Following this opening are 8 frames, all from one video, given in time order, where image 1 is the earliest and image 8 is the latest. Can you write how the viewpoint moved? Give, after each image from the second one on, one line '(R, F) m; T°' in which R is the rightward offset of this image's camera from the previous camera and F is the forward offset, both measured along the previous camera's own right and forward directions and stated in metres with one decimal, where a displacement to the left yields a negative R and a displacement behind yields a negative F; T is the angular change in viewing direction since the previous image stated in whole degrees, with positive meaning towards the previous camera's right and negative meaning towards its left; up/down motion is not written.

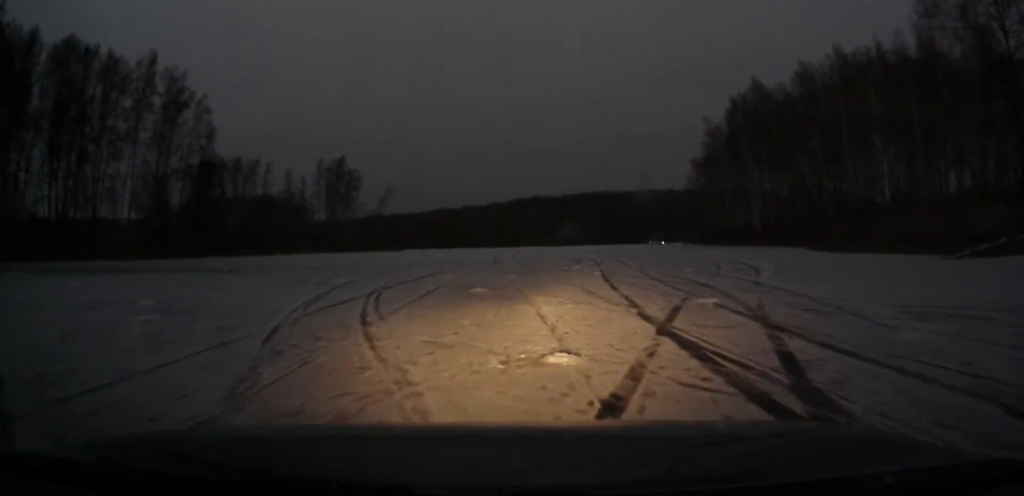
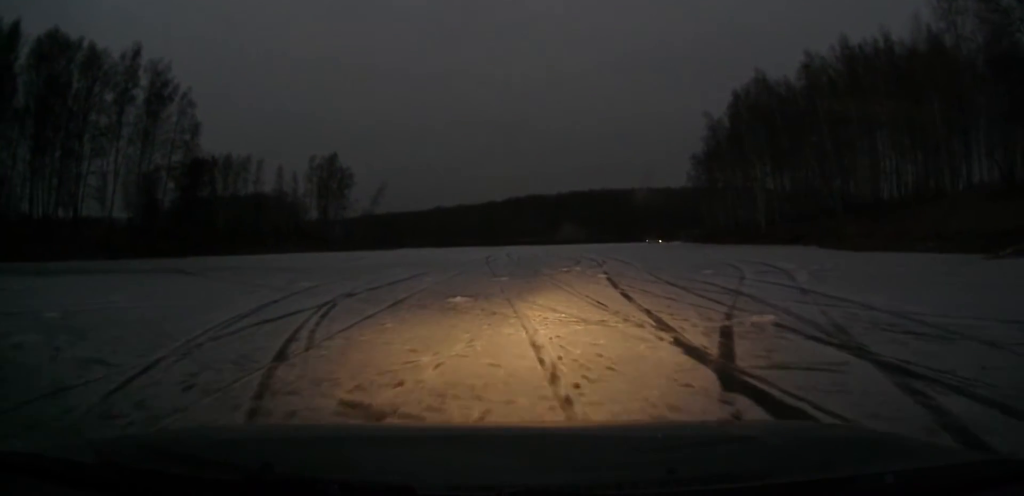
(0.0, +3.4) m; +2°
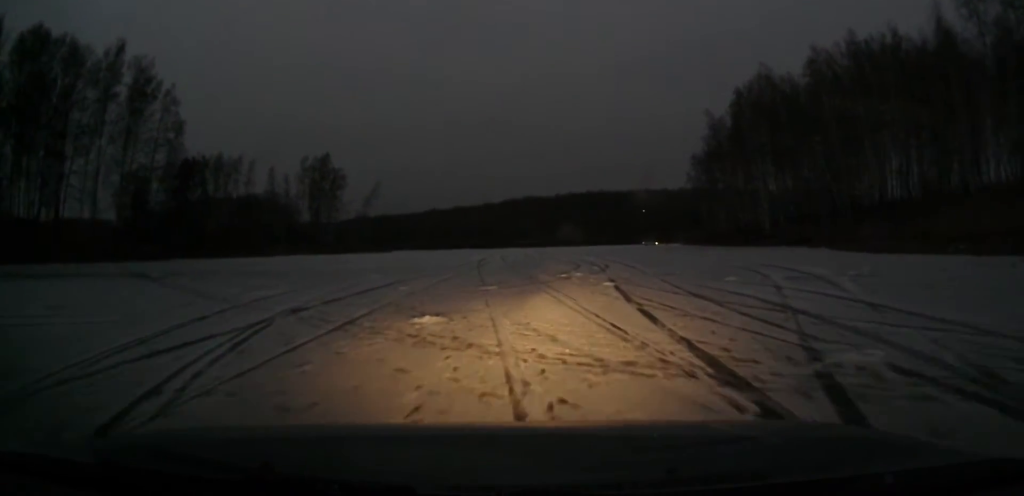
(0.0, +3.3) m; +1°
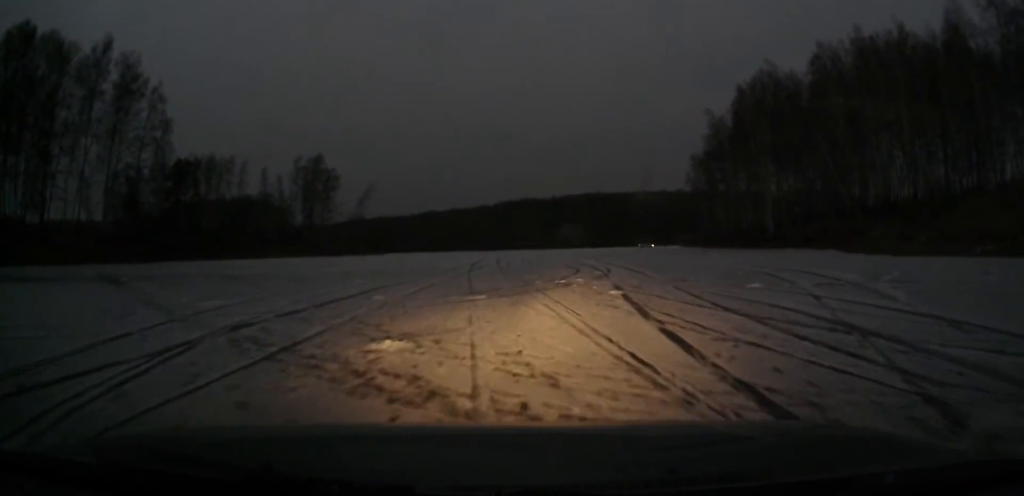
(+0.1, +2.5) m; 0°
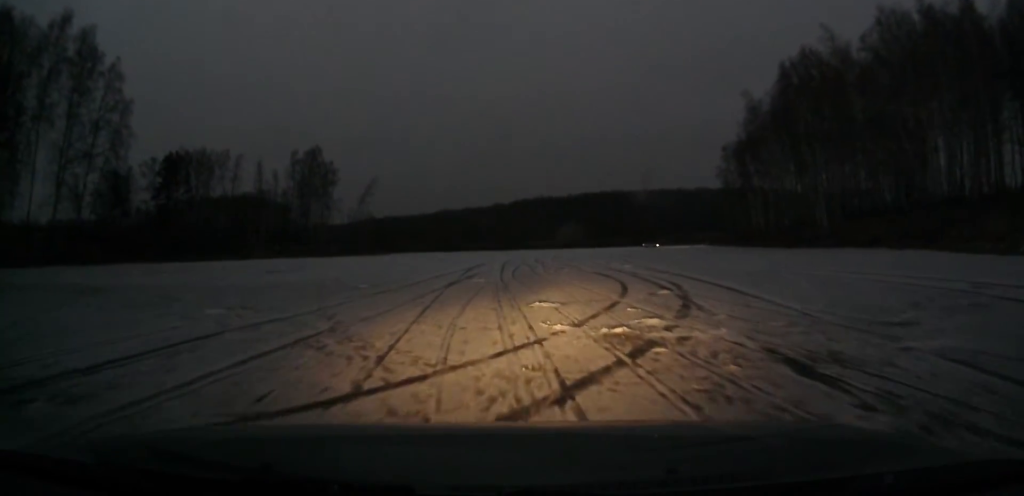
(-0.4, +12.2) m; -3°
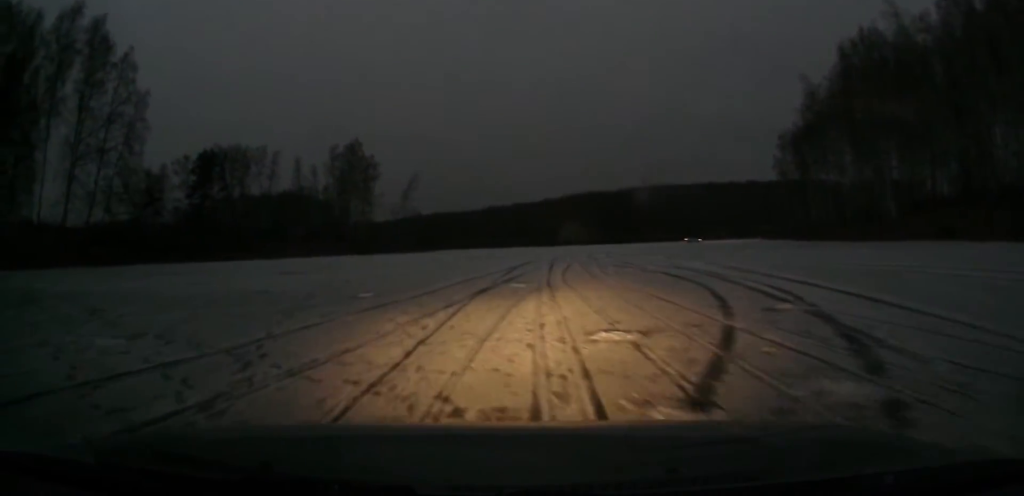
(-0.1, +5.1) m; -3°
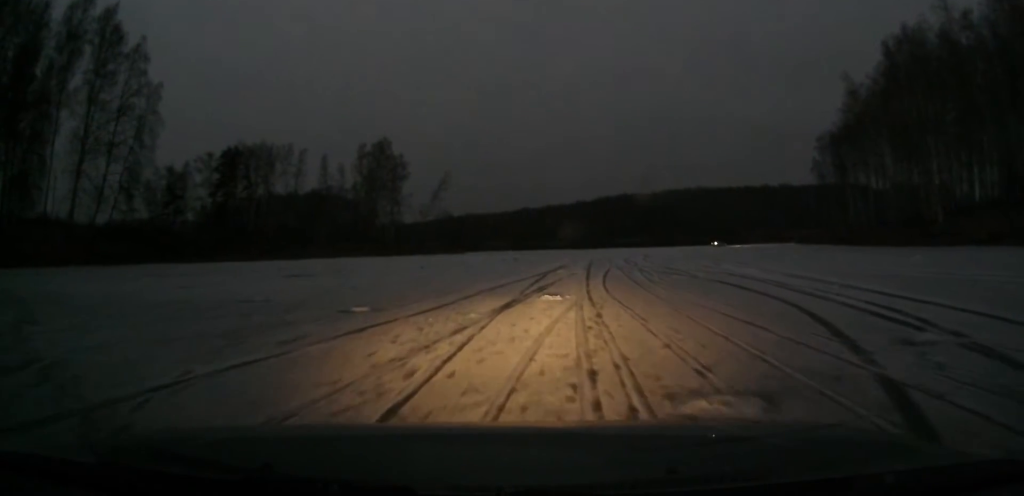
(-0.1, +3.3) m; -2°
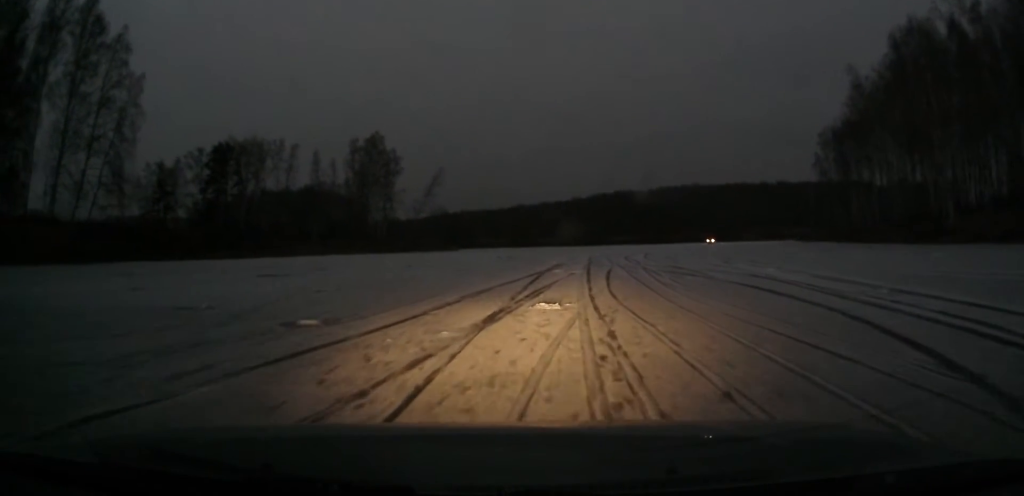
(0.0, +2.7) m; -1°
